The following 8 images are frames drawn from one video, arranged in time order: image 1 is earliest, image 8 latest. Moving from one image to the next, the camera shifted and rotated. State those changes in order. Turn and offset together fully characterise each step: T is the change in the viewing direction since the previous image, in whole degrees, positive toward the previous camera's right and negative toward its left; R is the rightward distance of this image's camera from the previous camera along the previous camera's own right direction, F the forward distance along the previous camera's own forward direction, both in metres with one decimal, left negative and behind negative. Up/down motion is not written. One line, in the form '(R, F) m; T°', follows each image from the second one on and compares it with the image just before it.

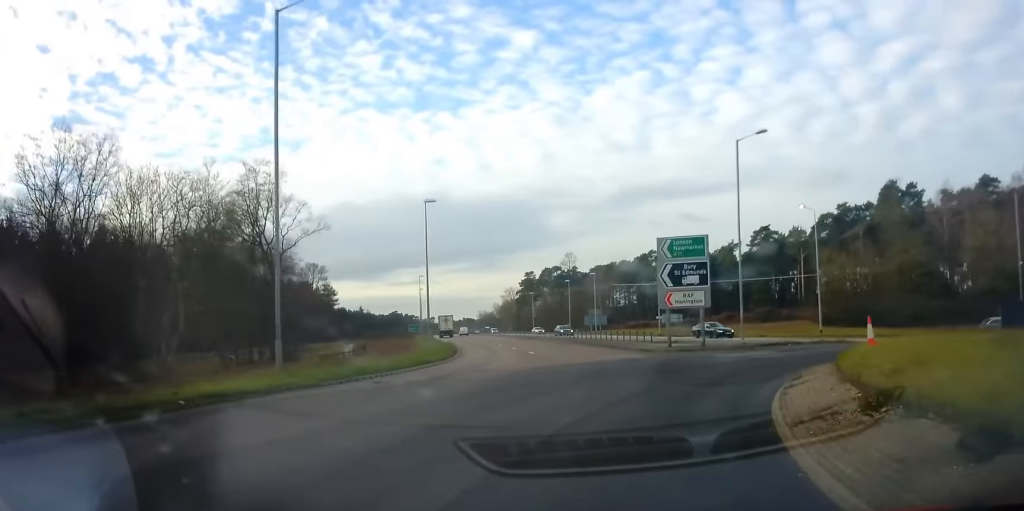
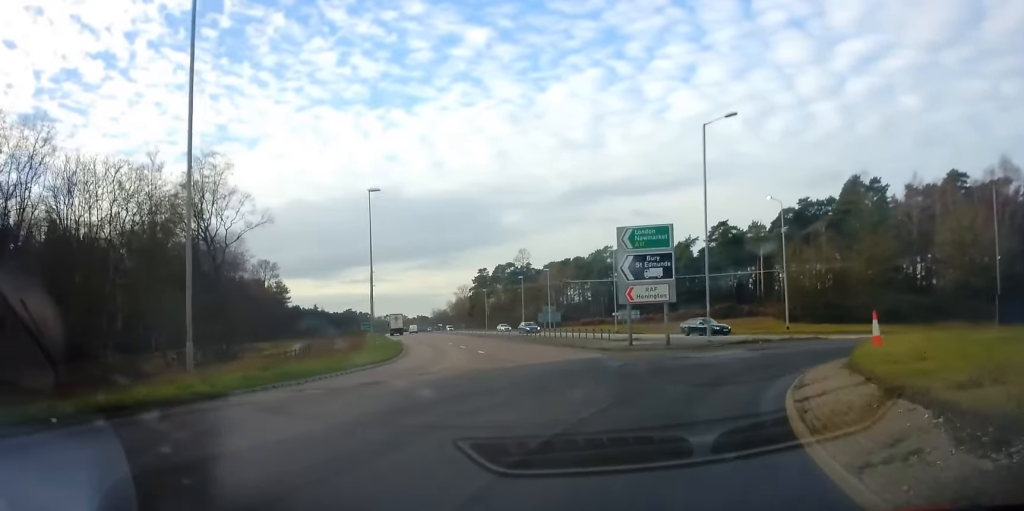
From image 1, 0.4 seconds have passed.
(+0.1, +2.9) m; +5°
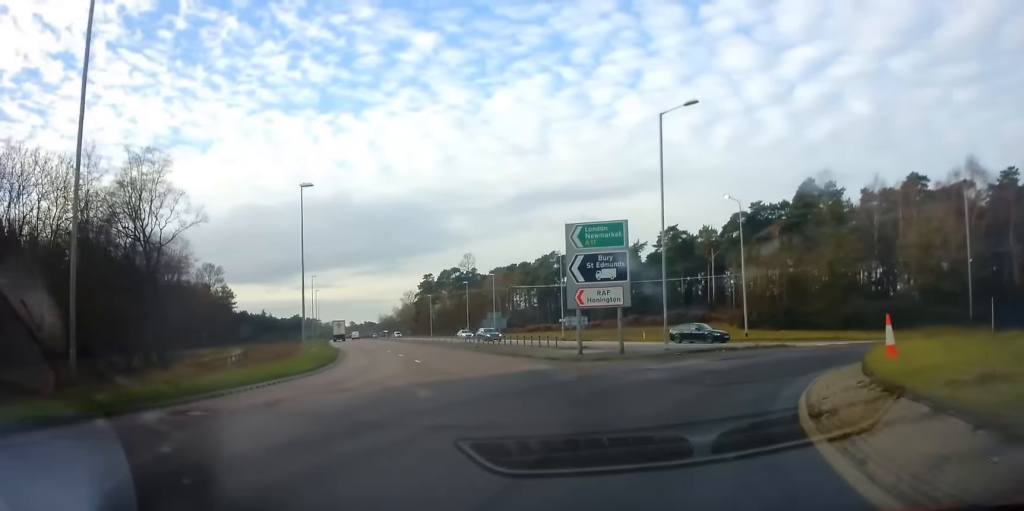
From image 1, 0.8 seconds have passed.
(0.0, +3.0) m; +5°
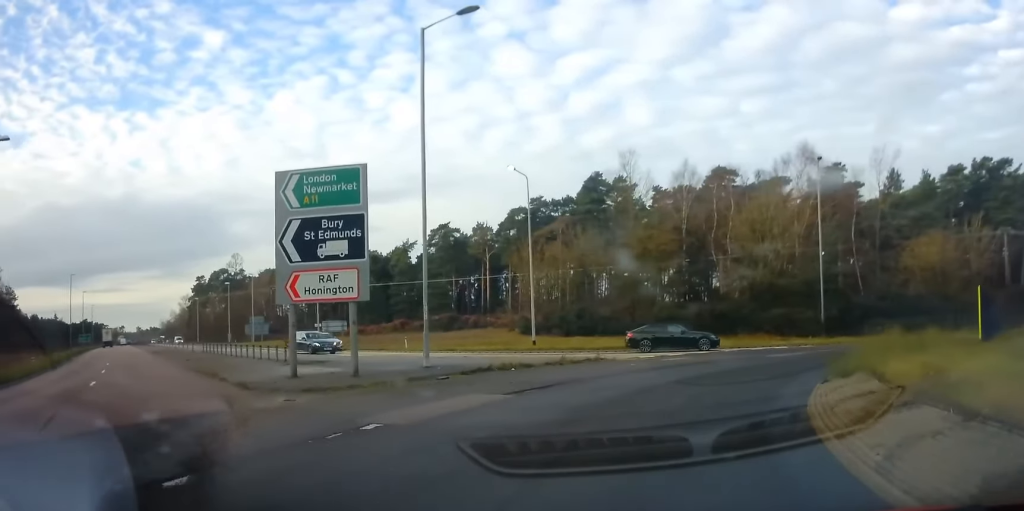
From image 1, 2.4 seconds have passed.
(+2.0, +11.0) m; +27°
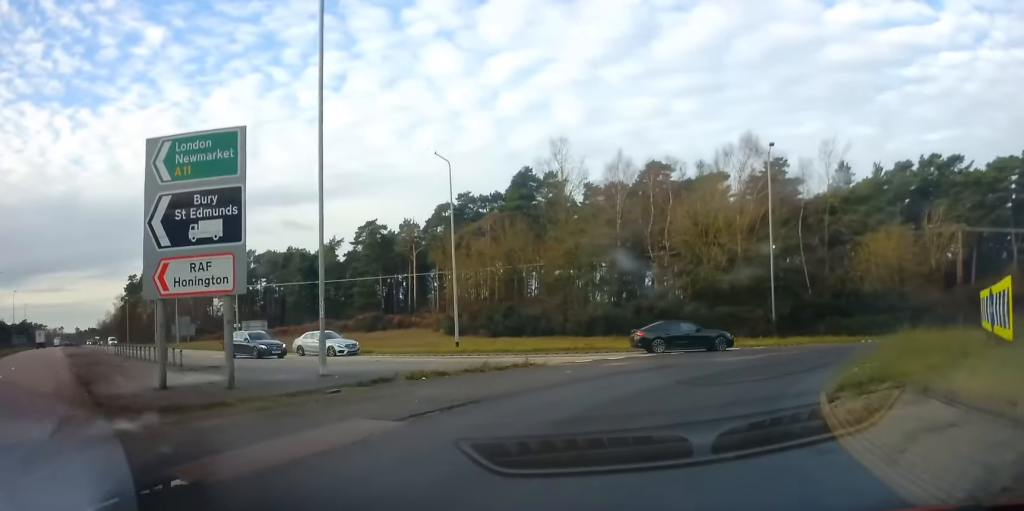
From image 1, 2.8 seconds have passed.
(+0.6, +3.6) m; +8°
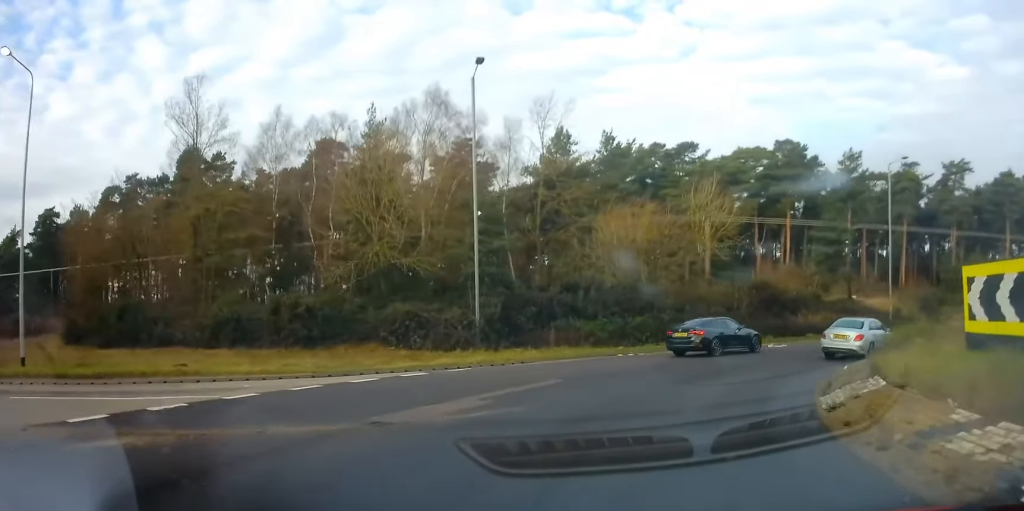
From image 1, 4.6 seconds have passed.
(+3.5, +13.5) m; +28°
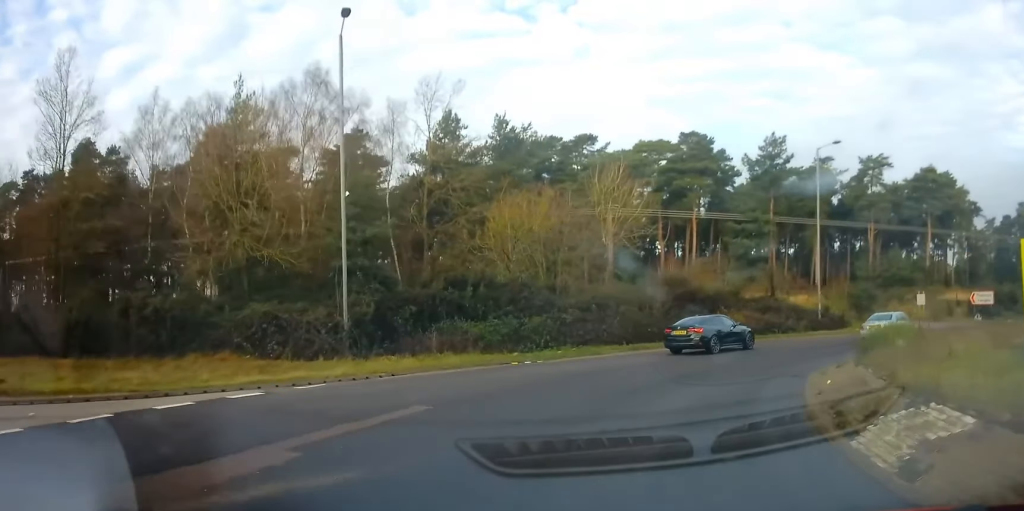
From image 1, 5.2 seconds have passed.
(+0.3, +4.5) m; +8°
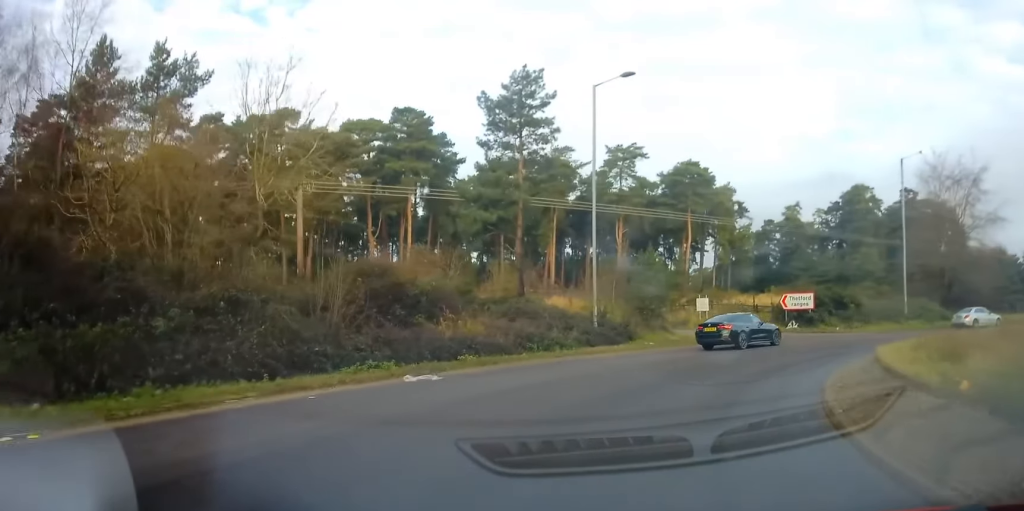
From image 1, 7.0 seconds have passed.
(+2.9, +13.5) m; +27°
